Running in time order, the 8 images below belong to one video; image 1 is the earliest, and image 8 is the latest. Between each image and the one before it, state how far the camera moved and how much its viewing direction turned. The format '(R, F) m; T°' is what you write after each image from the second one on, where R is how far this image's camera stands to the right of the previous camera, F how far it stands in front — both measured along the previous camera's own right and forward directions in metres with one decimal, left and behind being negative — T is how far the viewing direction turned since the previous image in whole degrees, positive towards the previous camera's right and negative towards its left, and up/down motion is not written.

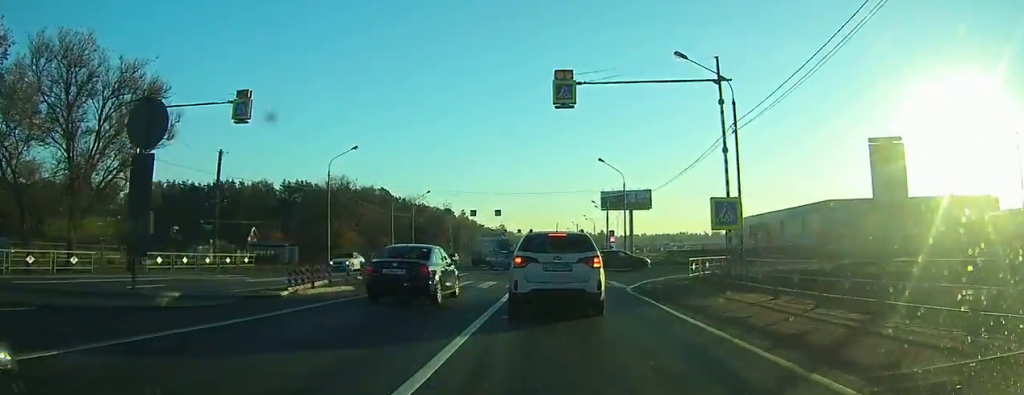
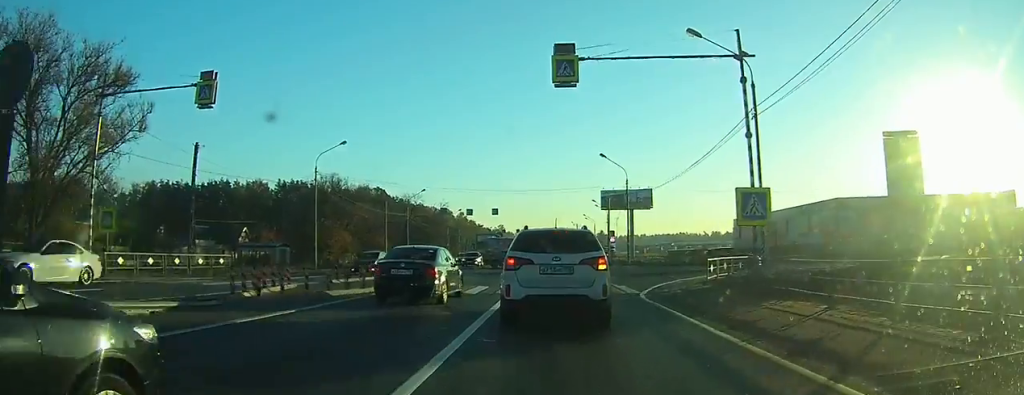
(0.0, +4.1) m; +1°
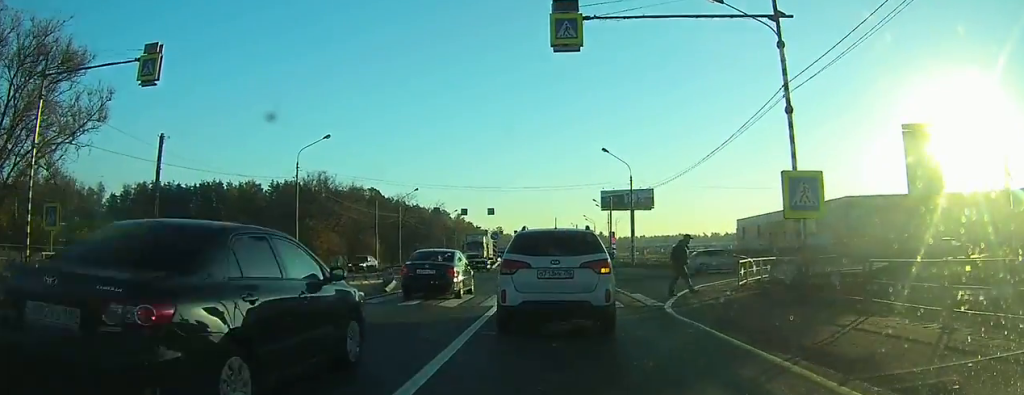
(+0.2, +5.6) m; +1°
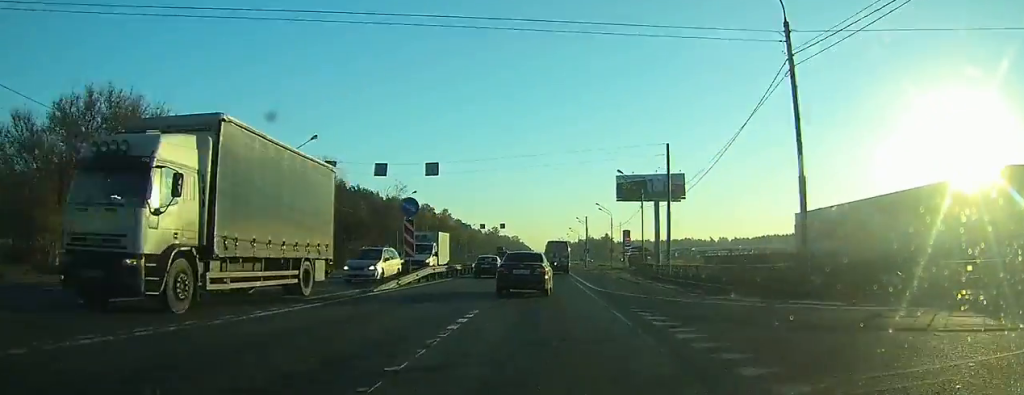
(-2.0, +35.7) m; -4°
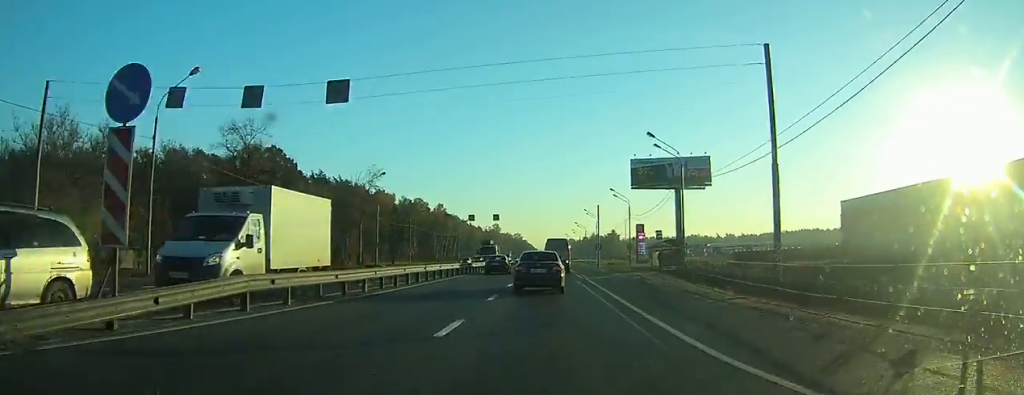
(-0.1, +17.6) m; -1°
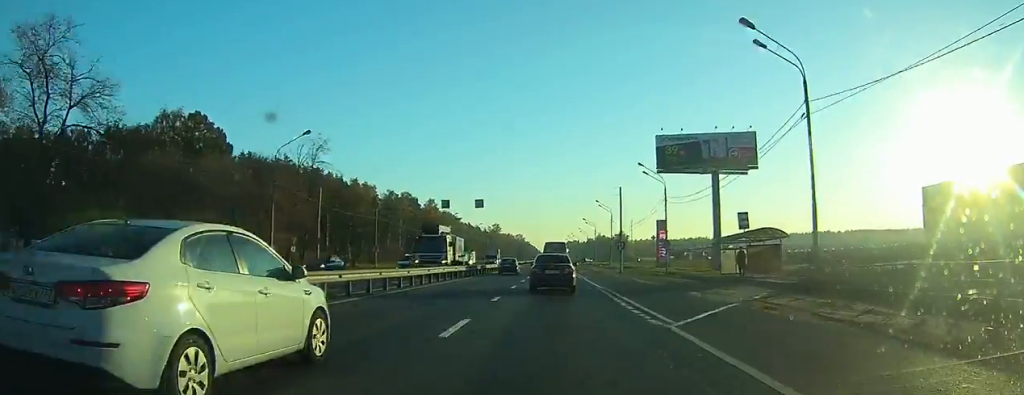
(-0.2, +24.6) m; 0°
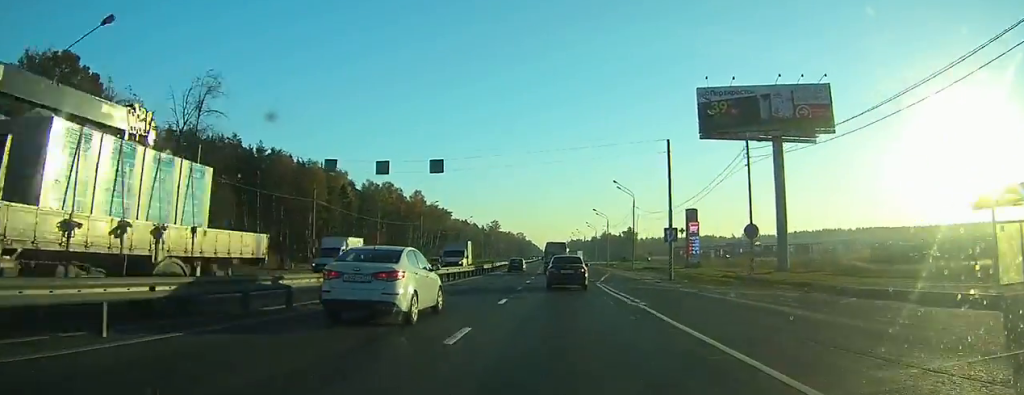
(0.0, +26.8) m; 0°
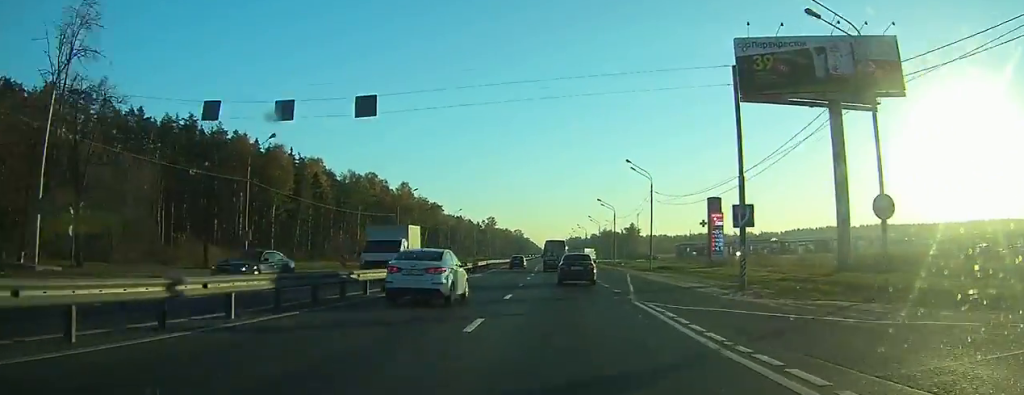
(0.0, +15.8) m; 0°
